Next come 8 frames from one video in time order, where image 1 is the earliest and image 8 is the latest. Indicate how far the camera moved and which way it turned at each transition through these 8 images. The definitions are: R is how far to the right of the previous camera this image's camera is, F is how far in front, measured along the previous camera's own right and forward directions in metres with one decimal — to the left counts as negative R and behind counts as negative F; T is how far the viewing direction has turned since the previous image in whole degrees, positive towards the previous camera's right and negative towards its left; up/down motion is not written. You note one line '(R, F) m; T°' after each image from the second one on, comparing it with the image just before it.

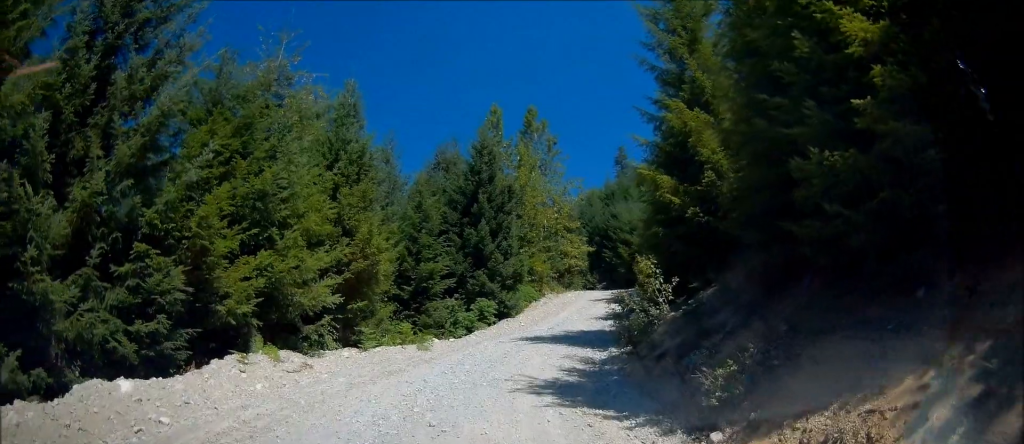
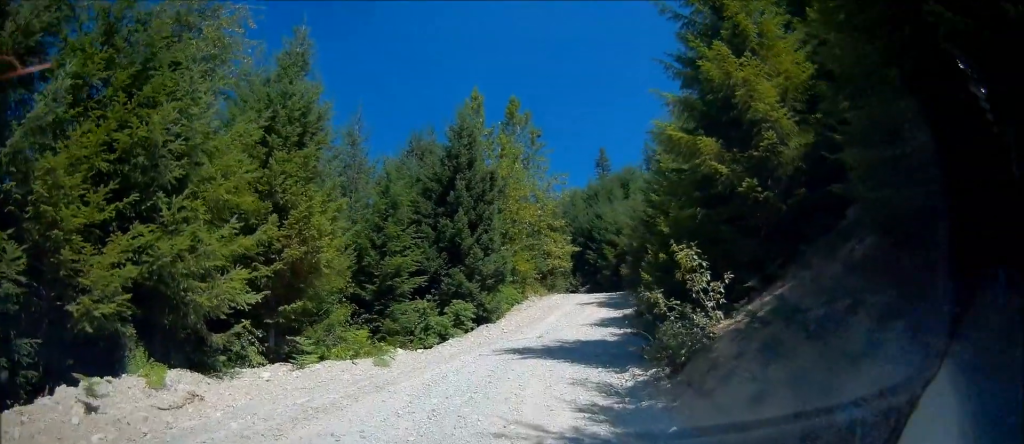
(+0.2, +4.2) m; +5°
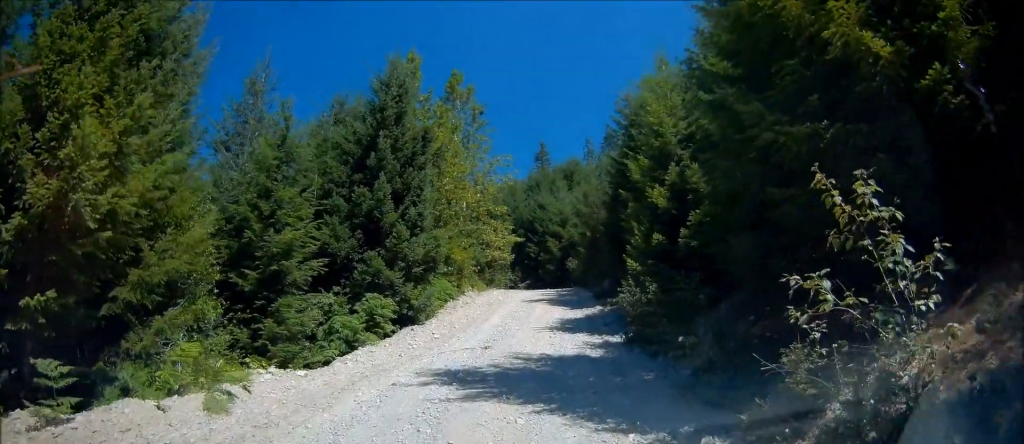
(+0.4, +6.3) m; +6°
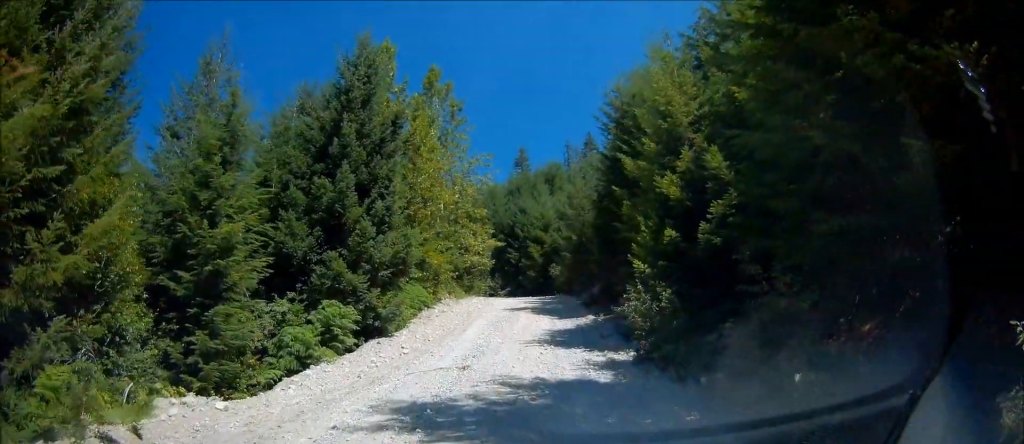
(+0.3, +2.8) m; -3°
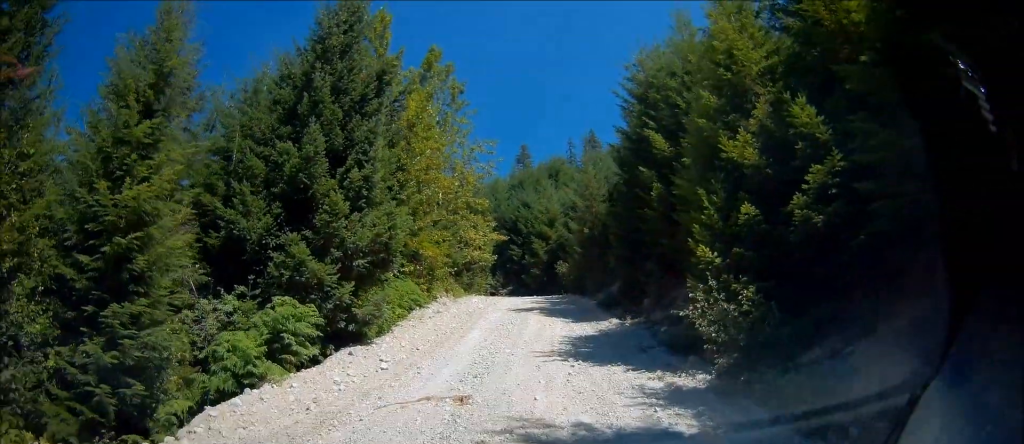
(-0.6, +4.1) m; 0°
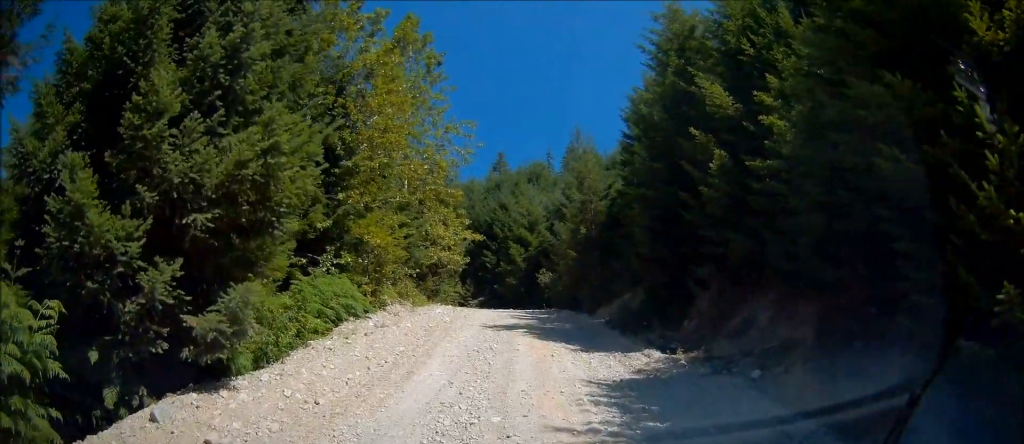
(+1.8, +7.7) m; +14°
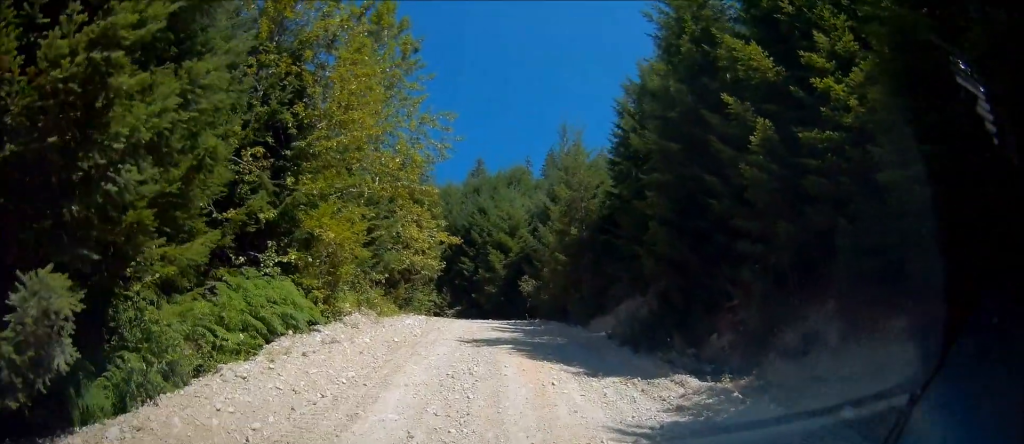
(-0.2, +3.5) m; -7°
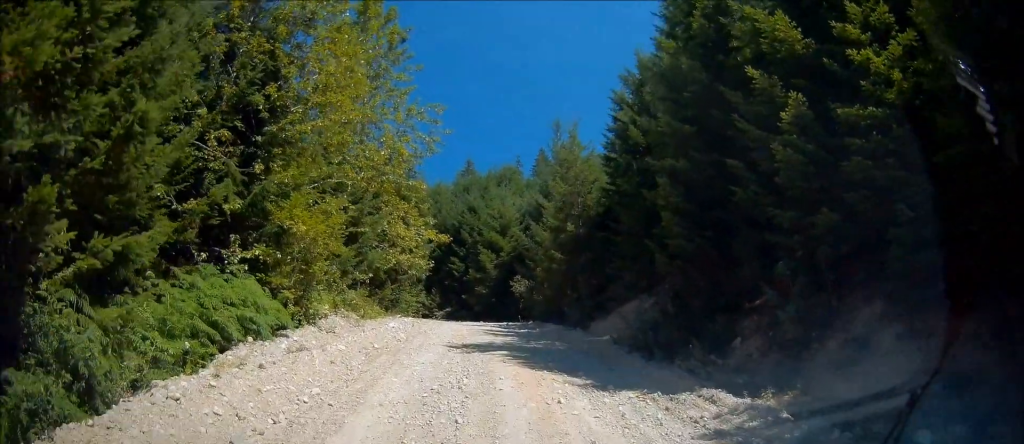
(0.0, +1.7) m; -2°
